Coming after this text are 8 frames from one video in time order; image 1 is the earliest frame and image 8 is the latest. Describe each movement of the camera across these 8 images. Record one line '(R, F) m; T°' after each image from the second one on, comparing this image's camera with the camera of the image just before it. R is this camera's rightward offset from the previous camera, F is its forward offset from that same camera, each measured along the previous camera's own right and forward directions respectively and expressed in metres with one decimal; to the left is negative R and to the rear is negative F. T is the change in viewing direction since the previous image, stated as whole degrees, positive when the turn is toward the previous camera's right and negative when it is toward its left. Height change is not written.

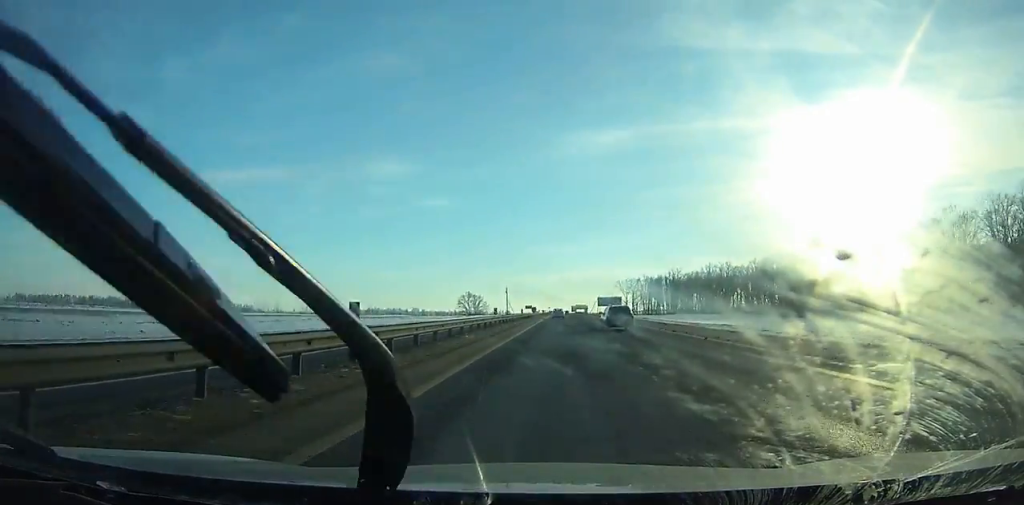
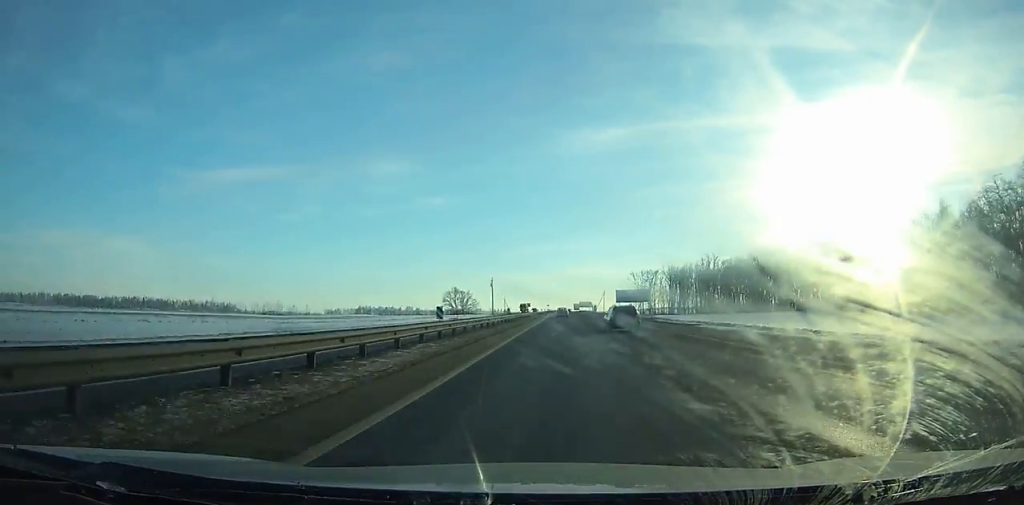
(0.0, +50.0) m; 0°
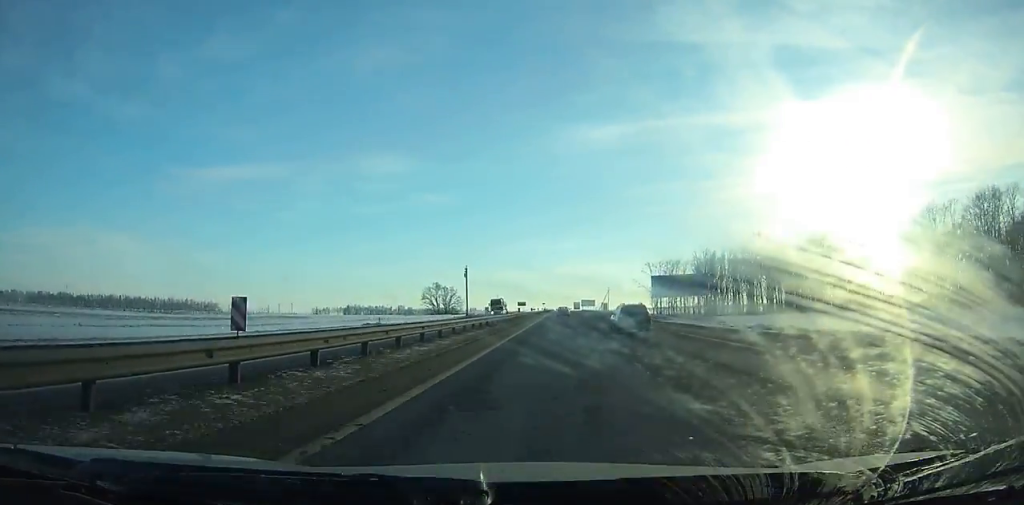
(+0.1, +44.3) m; 0°
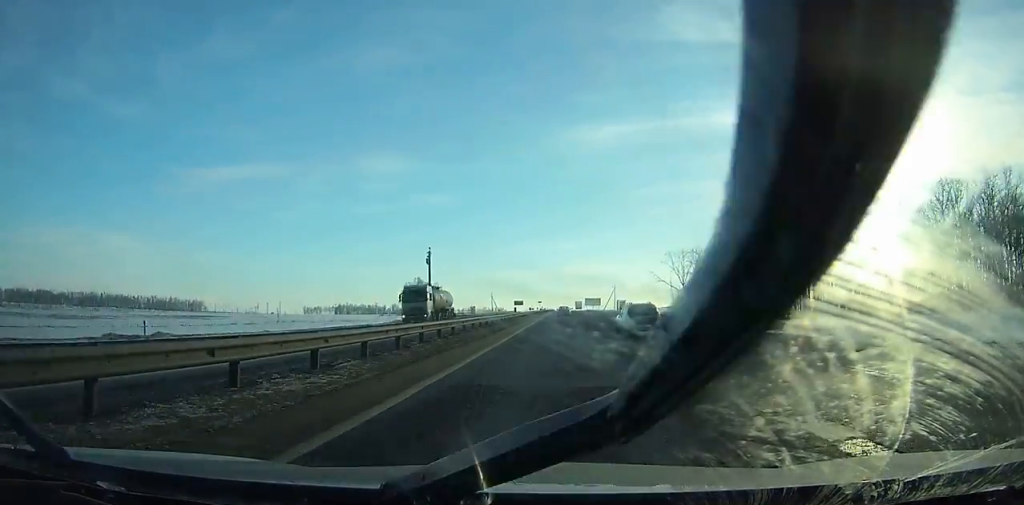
(0.0, +35.9) m; 0°
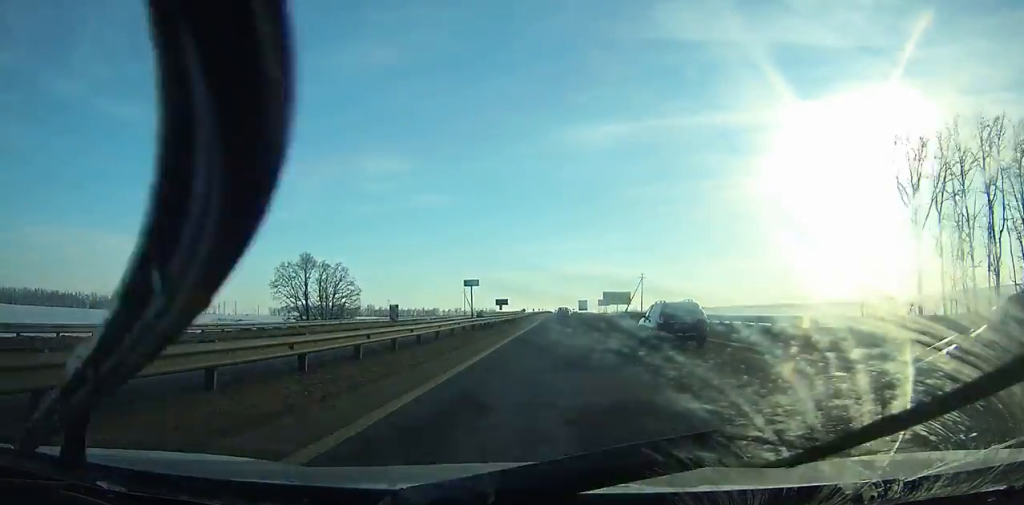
(0.0, +105.7) m; 0°
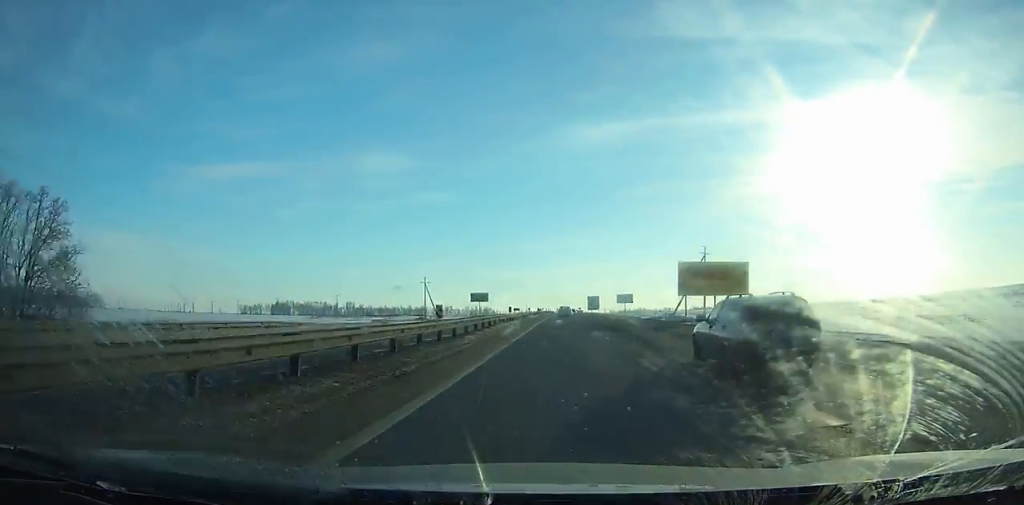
(0.0, +85.7) m; 0°
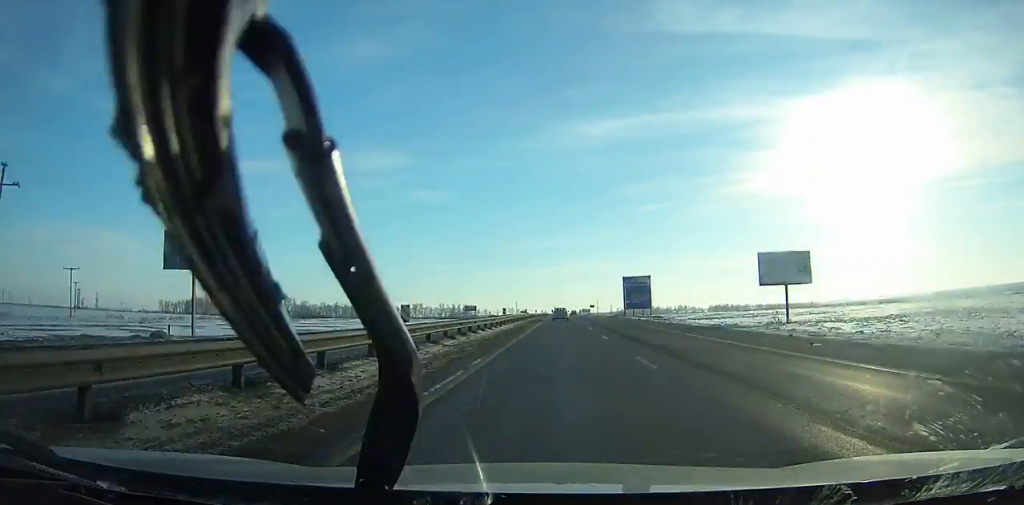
(+0.2, +154.8) m; 0°
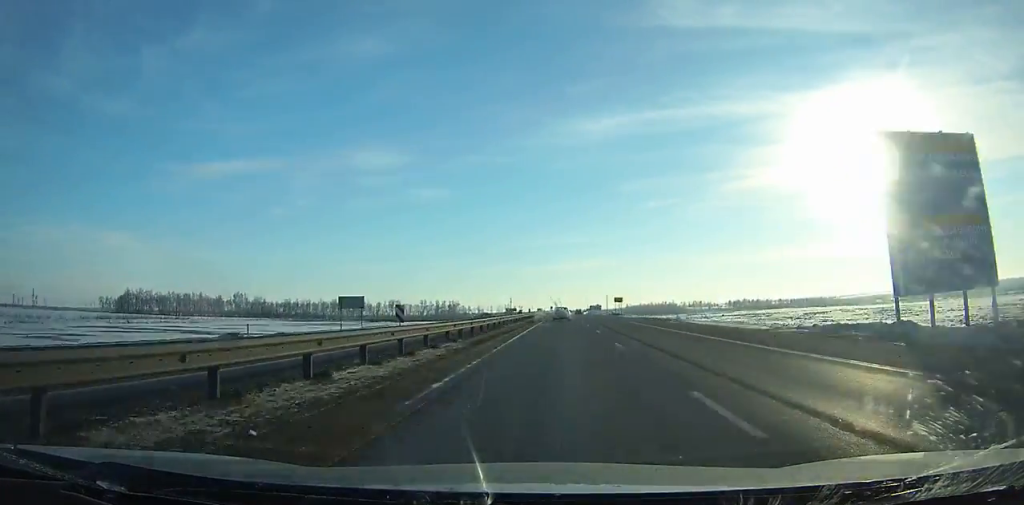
(0.0, +90.1) m; 0°
